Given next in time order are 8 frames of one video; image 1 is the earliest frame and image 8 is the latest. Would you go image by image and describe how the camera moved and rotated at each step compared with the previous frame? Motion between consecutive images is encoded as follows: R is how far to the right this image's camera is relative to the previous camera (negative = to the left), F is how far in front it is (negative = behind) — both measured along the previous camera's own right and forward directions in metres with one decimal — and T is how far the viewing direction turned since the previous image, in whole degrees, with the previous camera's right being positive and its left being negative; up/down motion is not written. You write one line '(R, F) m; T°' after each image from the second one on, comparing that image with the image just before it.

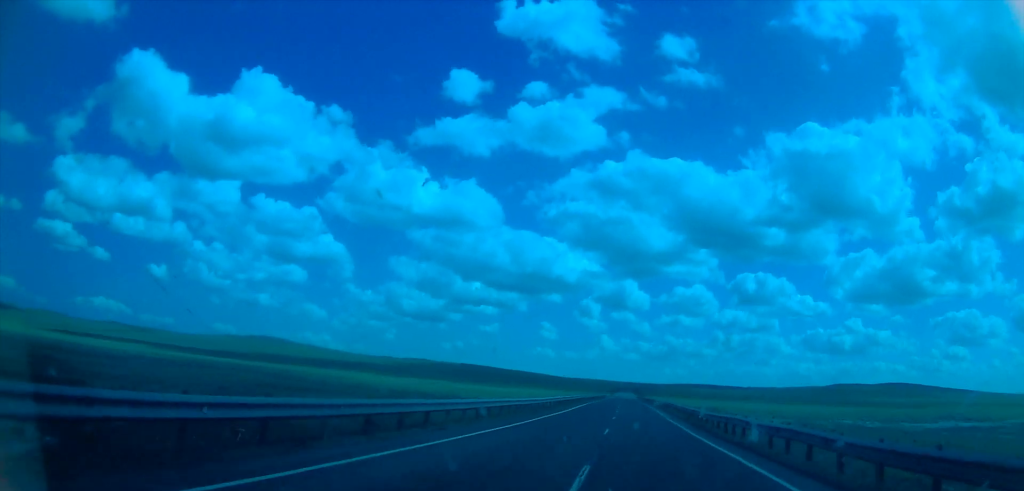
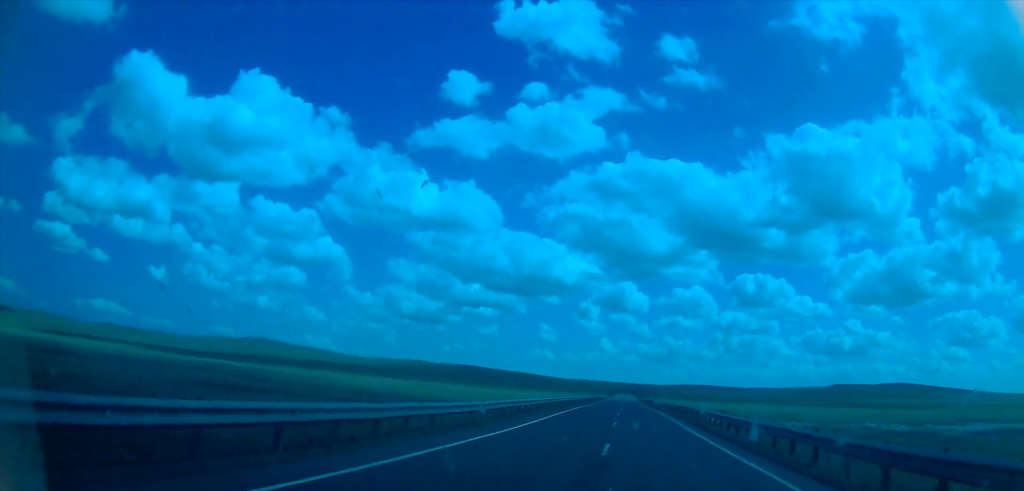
(0.0, +16.8) m; 0°
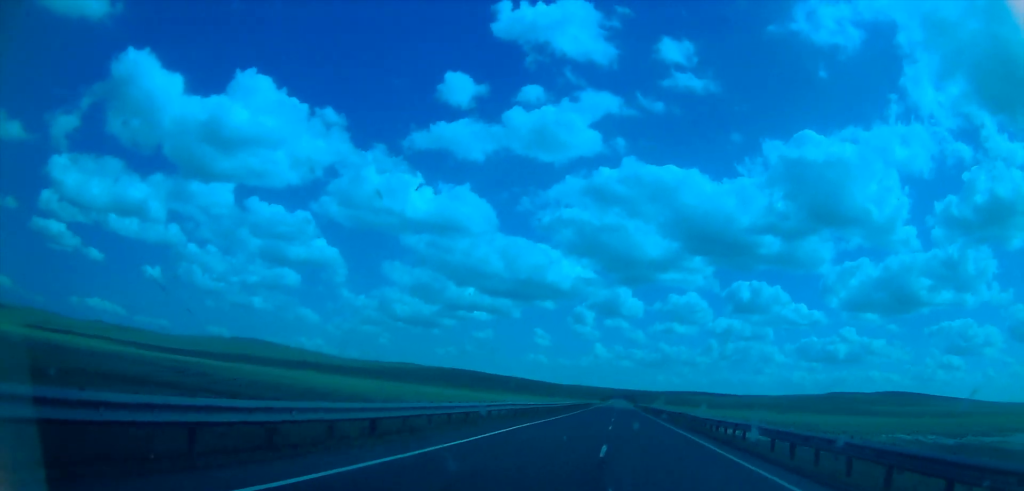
(0.0, +23.4) m; 0°
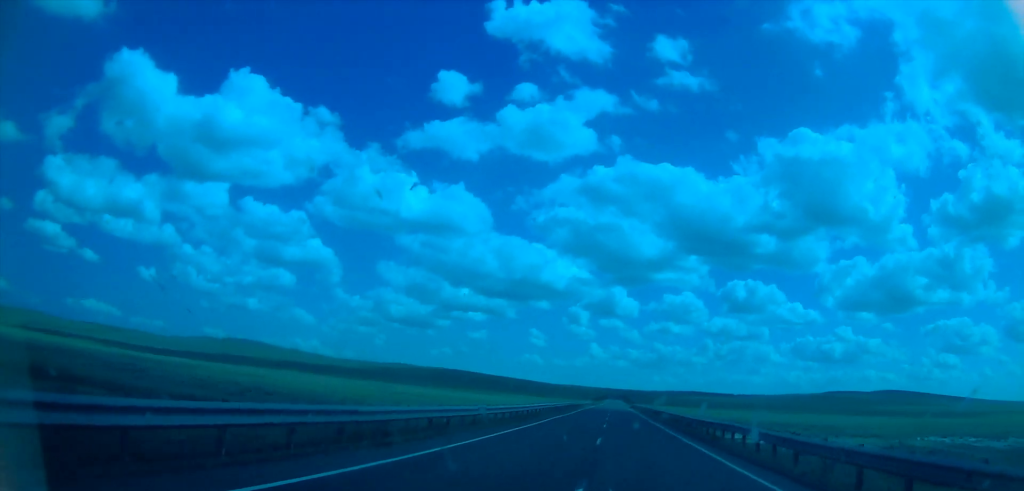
(0.0, +19.0) m; 0°
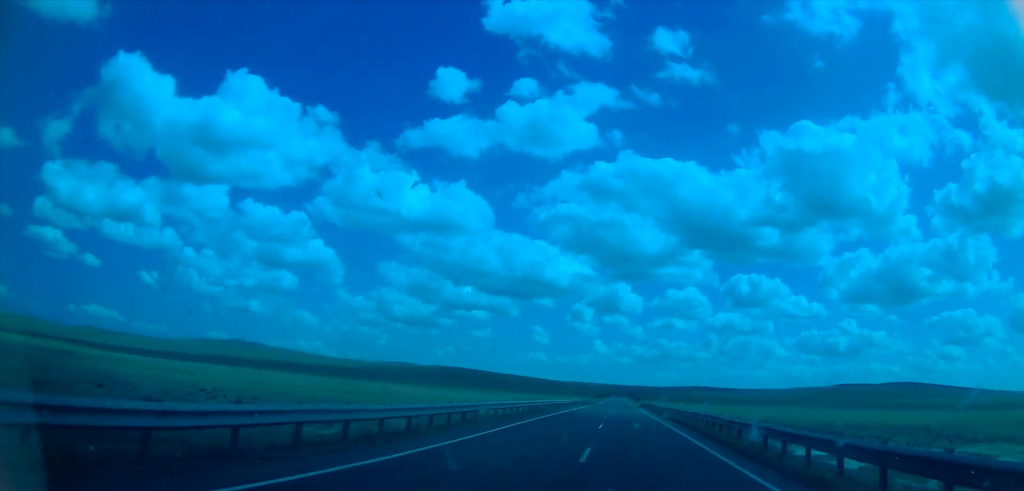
(0.0, +41.1) m; 0°
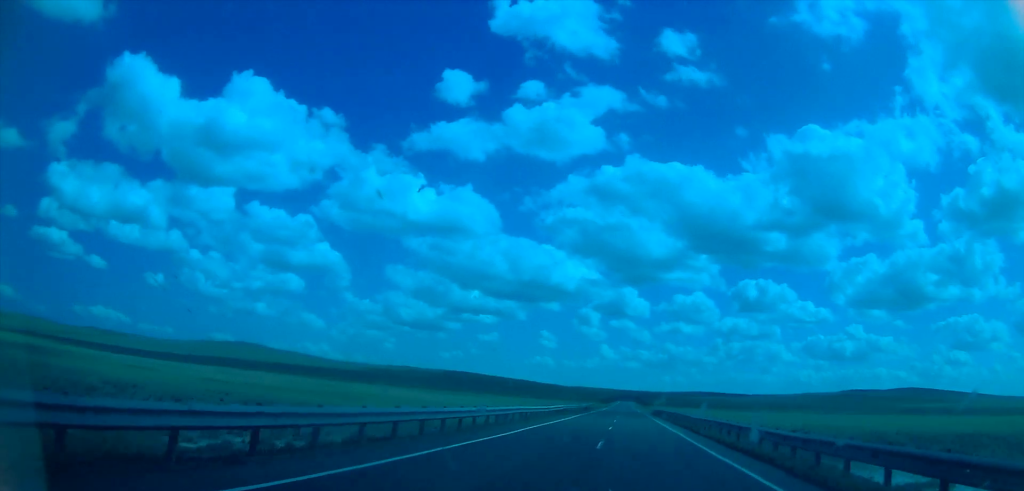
(0.0, +19.6) m; 0°
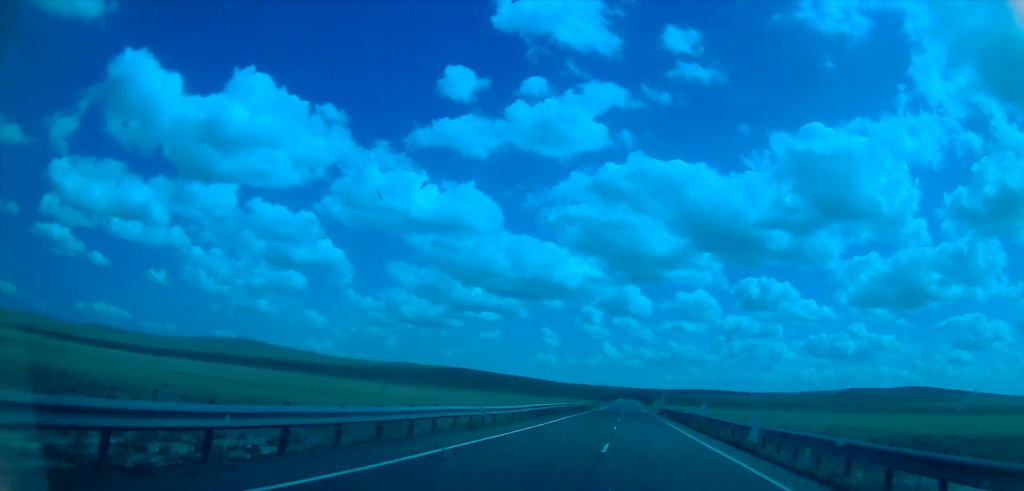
(0.0, +13.5) m; 0°
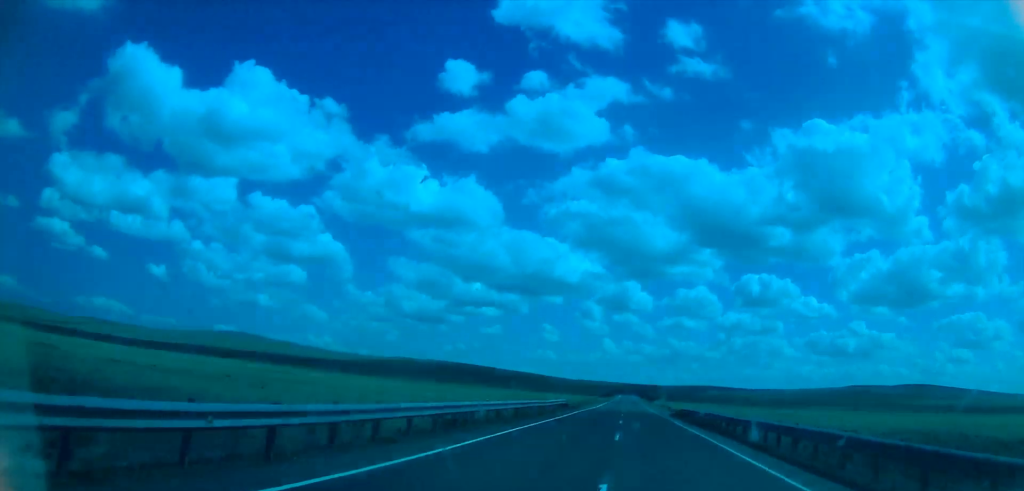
(0.0, +20.9) m; 0°
